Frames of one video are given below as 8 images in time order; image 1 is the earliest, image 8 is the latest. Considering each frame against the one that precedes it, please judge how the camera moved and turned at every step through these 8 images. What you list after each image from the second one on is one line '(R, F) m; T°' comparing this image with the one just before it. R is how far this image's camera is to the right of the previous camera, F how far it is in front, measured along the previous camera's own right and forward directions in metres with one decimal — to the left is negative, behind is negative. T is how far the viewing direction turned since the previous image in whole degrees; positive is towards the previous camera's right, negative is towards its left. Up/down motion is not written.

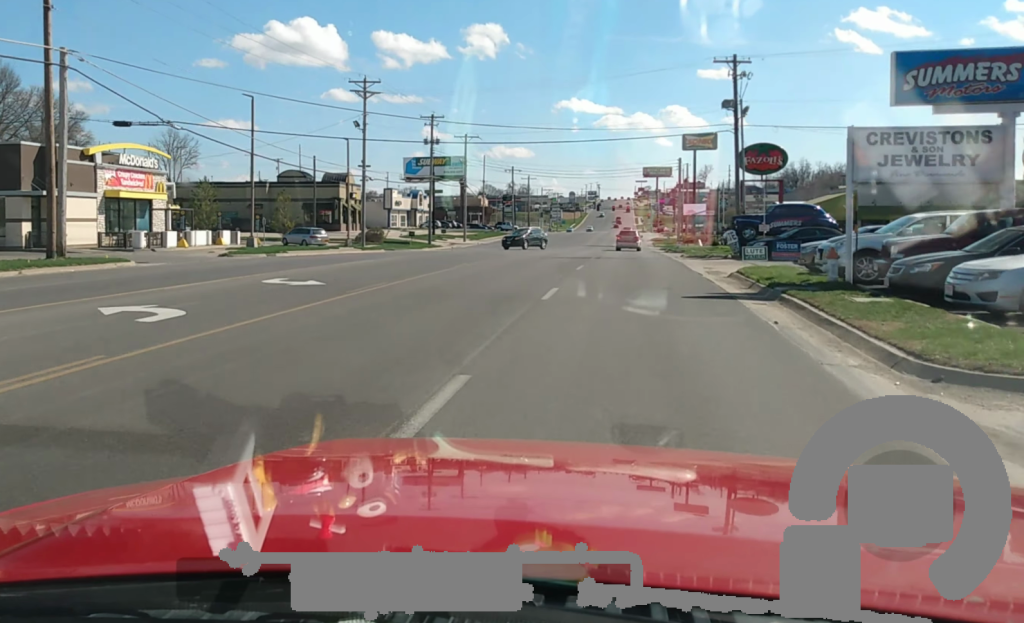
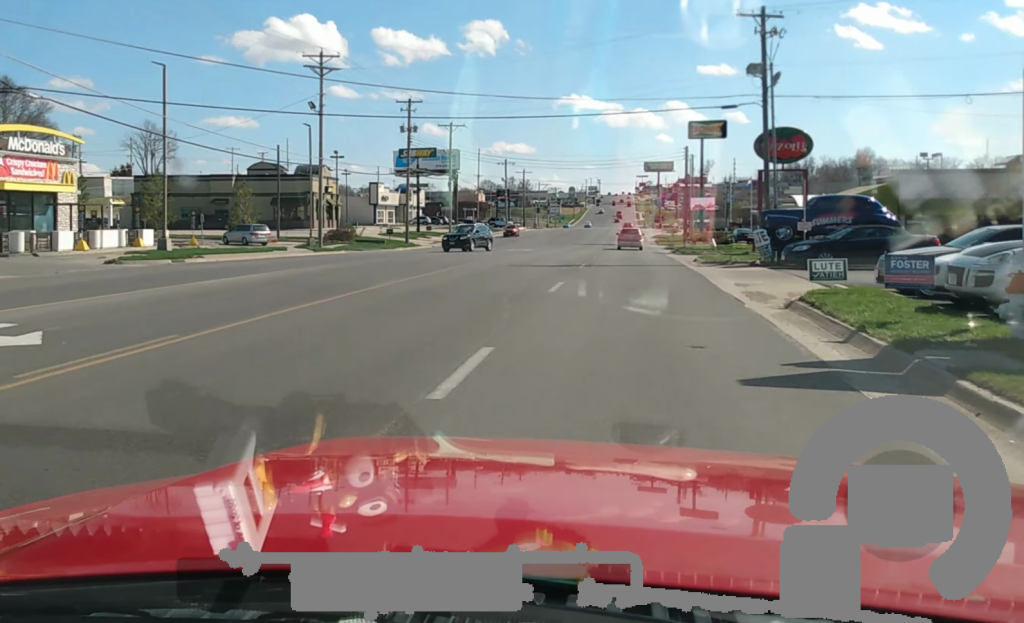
(+0.1, +10.5) m; 0°
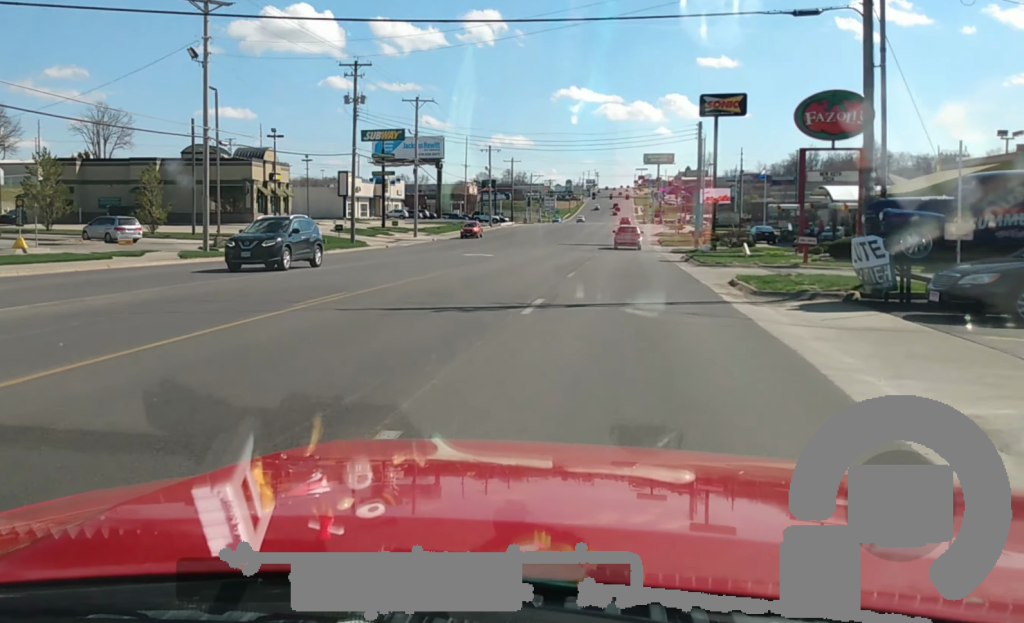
(0.0, +16.5) m; 0°
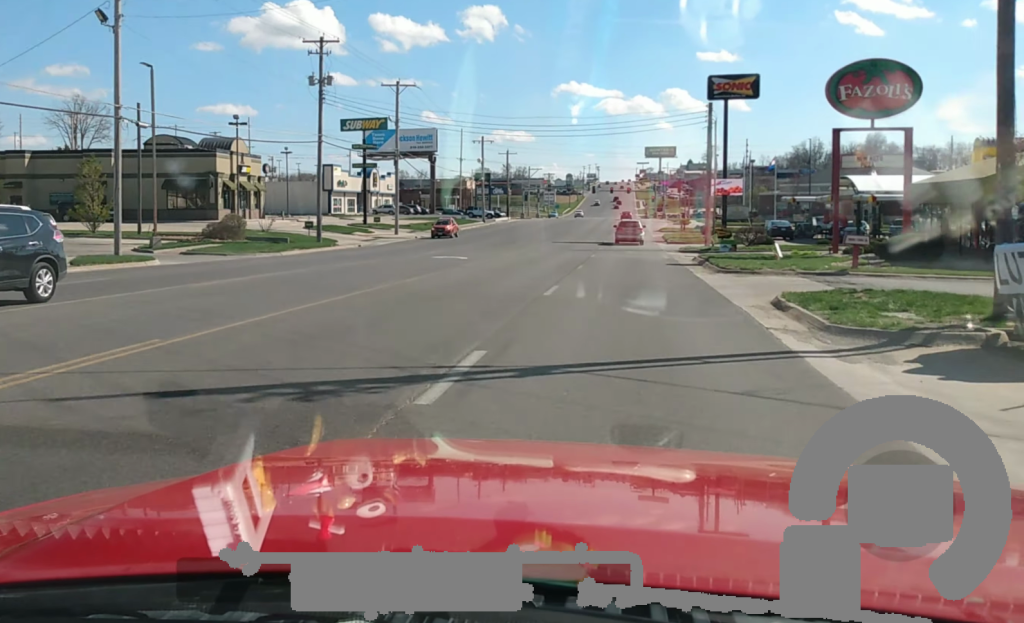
(0.0, +8.2) m; 0°
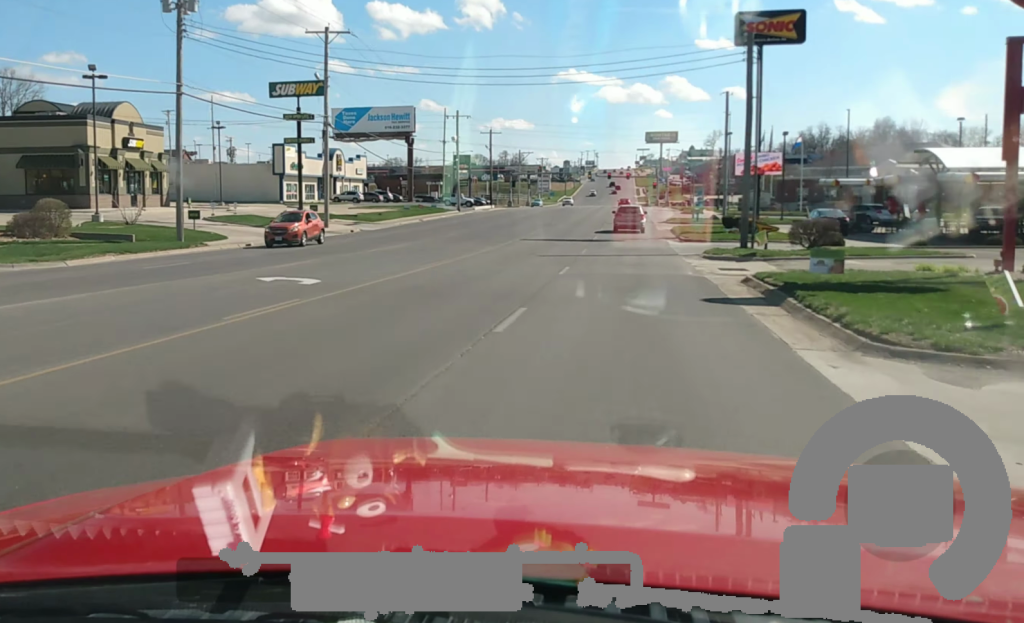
(+0.1, +19.5) m; 0°
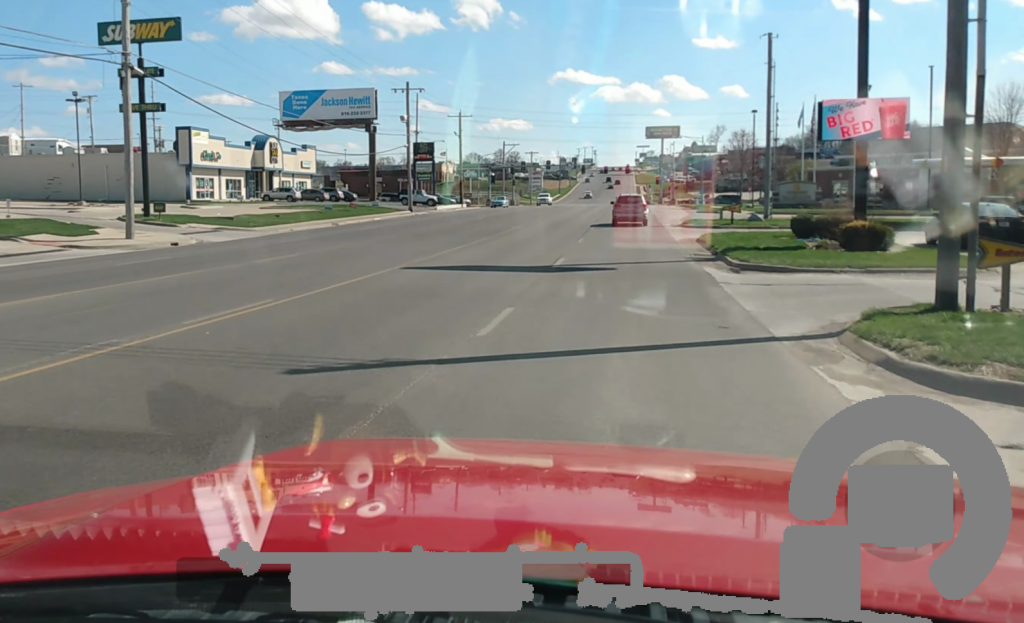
(-0.1, +25.0) m; -1°
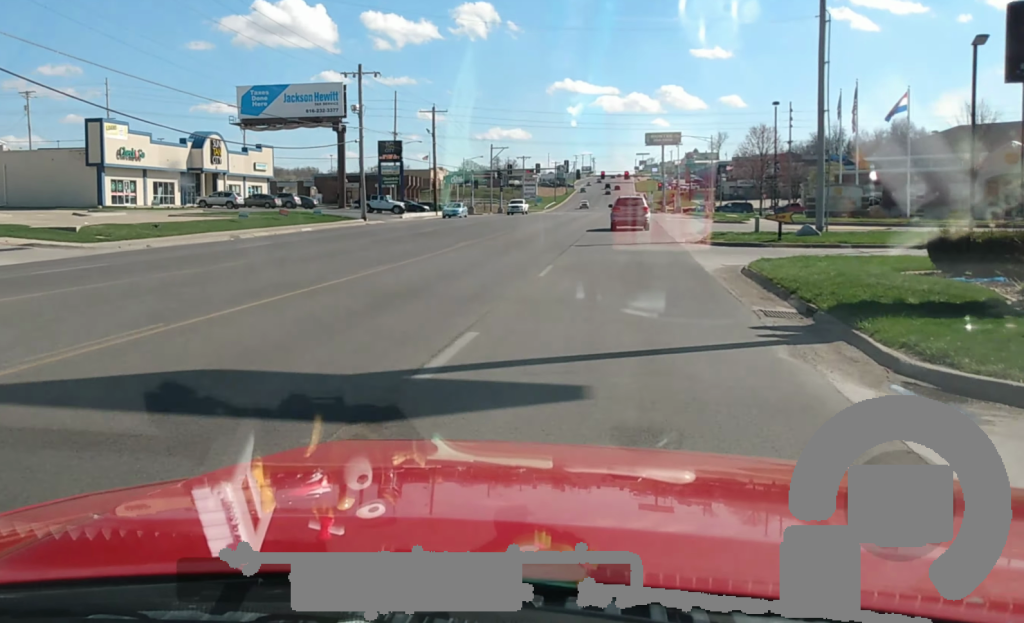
(0.0, +14.9) m; -1°
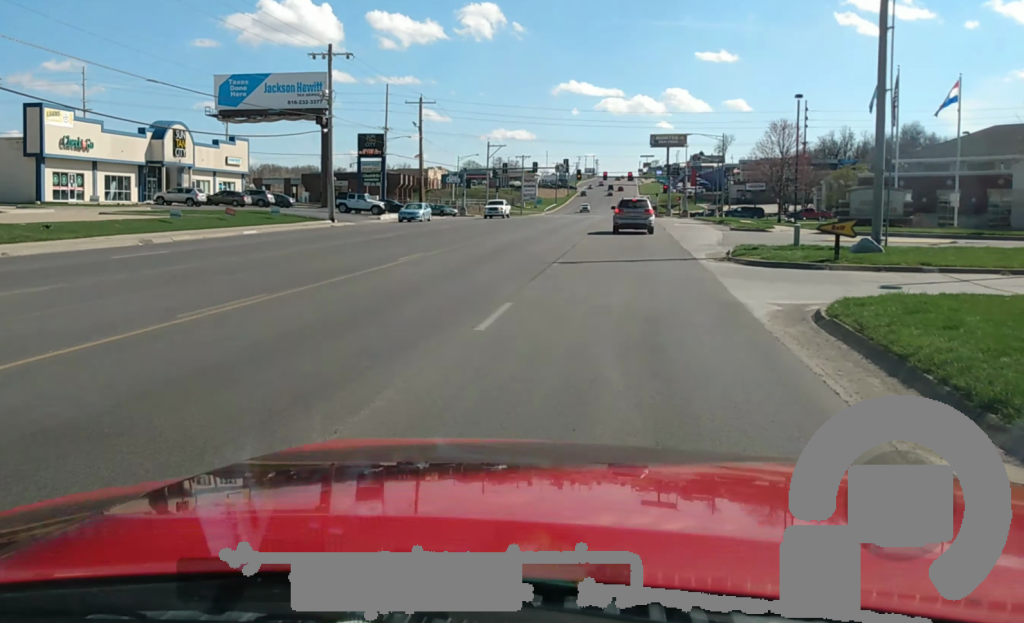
(-0.1, +8.4) m; 0°
